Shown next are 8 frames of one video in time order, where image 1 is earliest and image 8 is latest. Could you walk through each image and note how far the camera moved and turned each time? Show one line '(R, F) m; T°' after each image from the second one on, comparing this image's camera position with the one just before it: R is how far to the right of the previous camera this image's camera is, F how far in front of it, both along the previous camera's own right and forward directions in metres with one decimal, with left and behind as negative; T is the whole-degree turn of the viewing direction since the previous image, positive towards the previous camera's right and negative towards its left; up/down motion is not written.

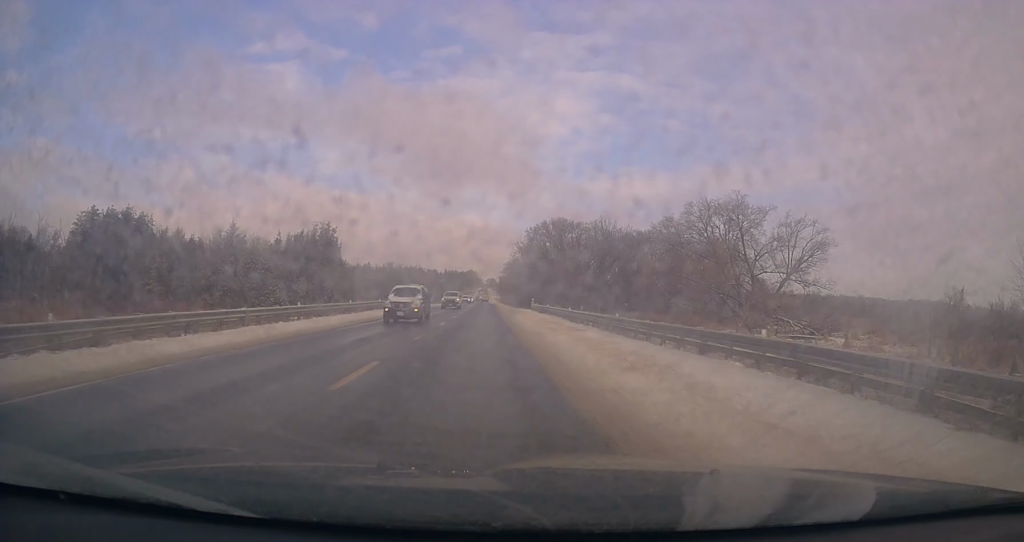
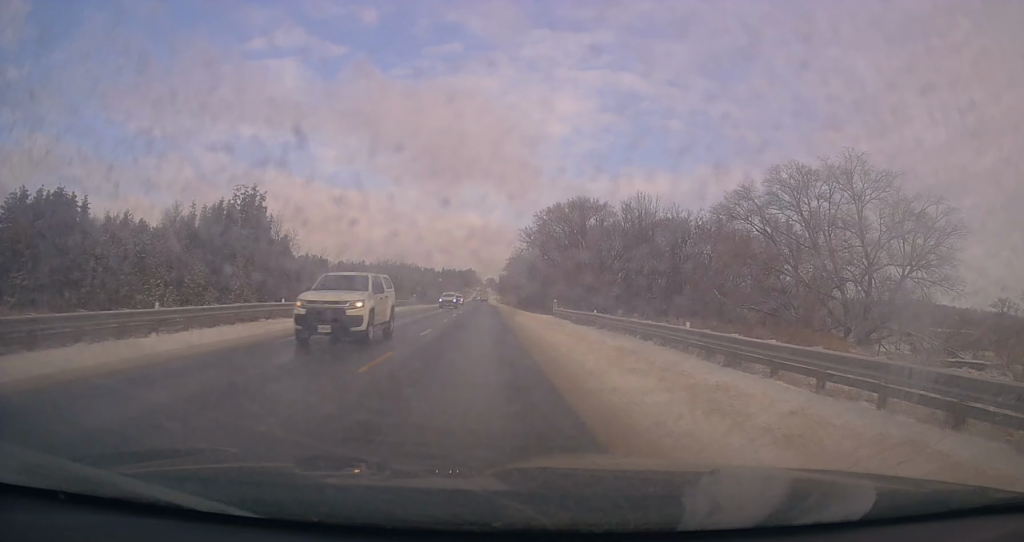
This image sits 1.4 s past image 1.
(+0.6, +25.6) m; +1°
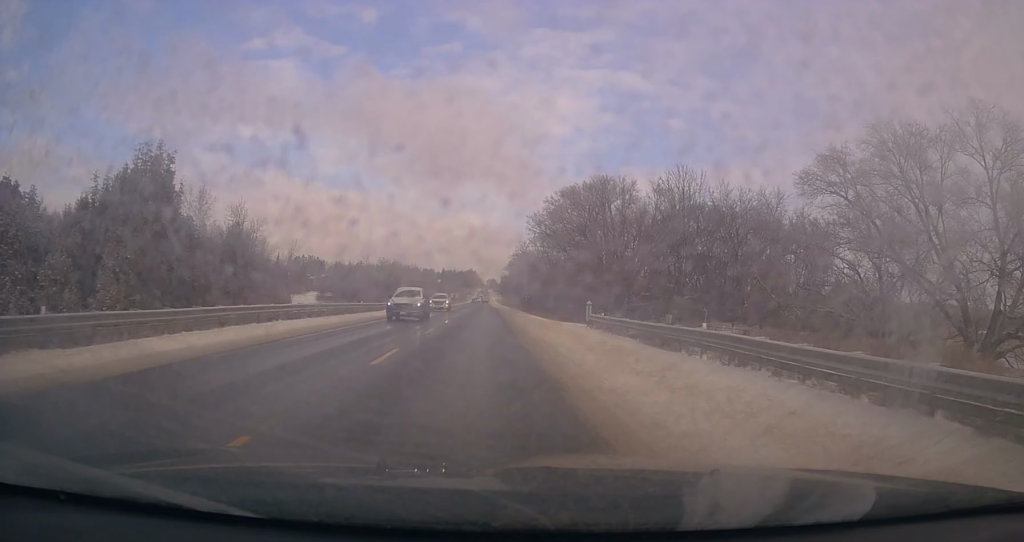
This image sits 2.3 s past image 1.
(-0.3, +17.0) m; -1°
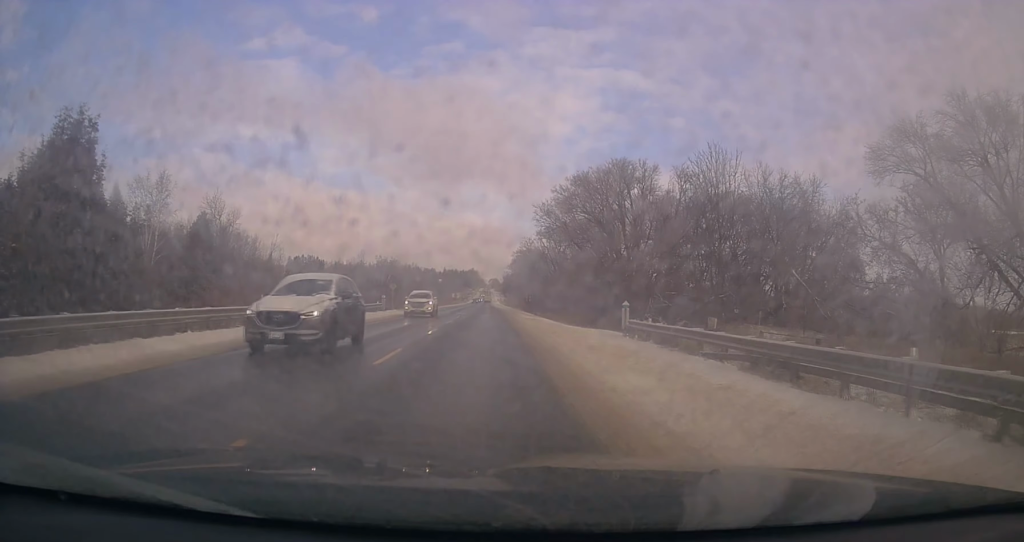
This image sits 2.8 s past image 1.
(0.0, +8.7) m; 0°
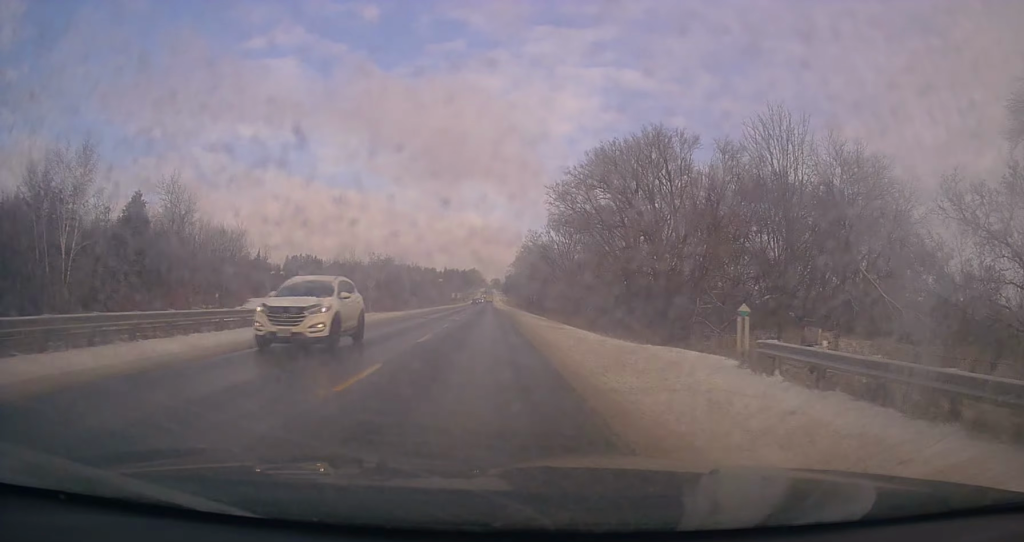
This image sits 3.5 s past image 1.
(0.0, +12.4) m; 0°
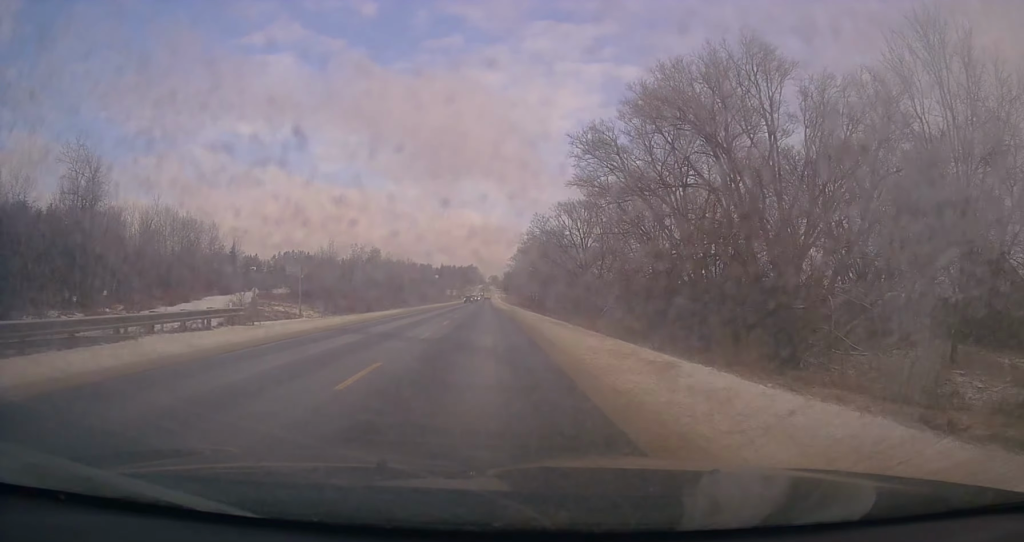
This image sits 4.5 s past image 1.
(-0.1, +18.1) m; -1°
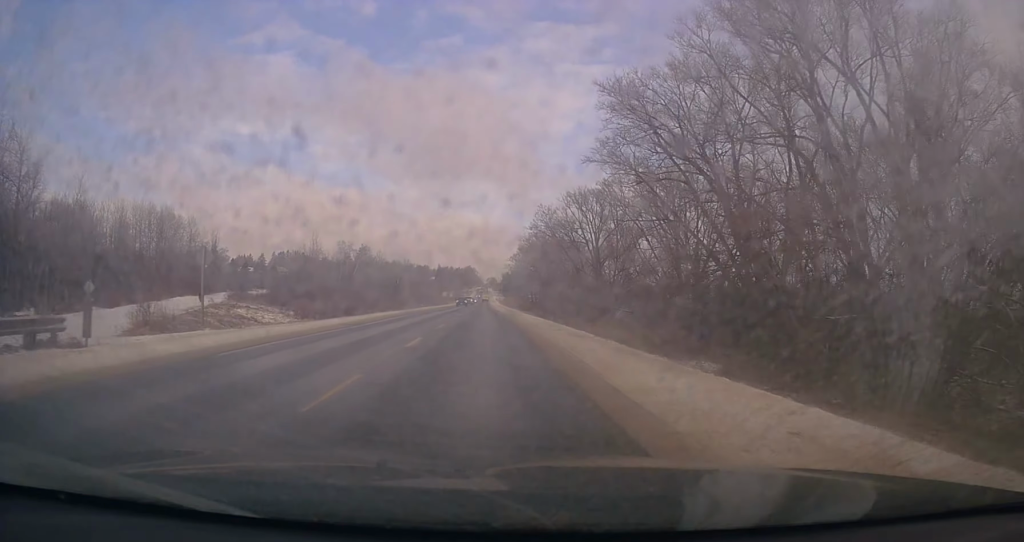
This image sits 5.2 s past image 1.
(-0.3, +11.1) m; 0°
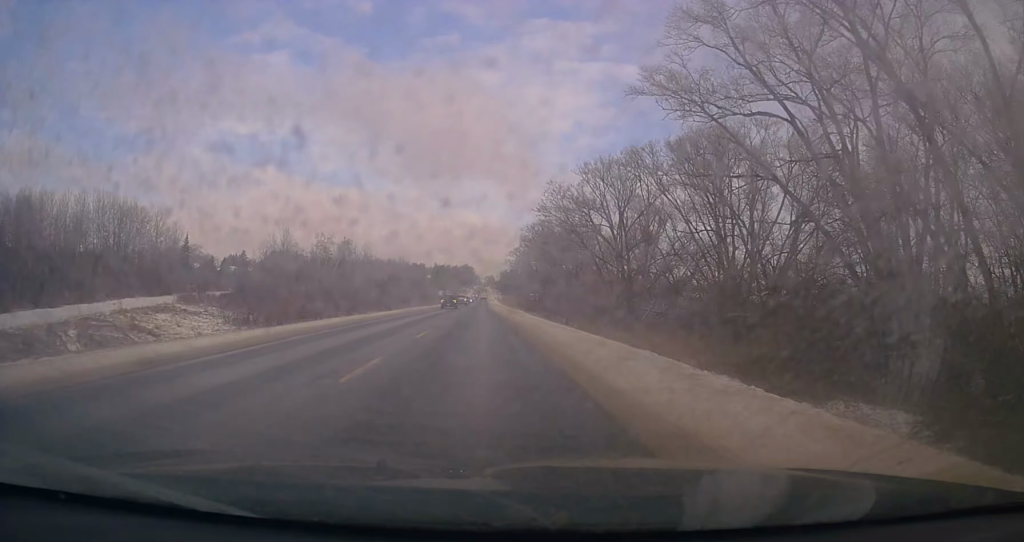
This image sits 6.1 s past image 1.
(+0.4, +15.5) m; +1°
